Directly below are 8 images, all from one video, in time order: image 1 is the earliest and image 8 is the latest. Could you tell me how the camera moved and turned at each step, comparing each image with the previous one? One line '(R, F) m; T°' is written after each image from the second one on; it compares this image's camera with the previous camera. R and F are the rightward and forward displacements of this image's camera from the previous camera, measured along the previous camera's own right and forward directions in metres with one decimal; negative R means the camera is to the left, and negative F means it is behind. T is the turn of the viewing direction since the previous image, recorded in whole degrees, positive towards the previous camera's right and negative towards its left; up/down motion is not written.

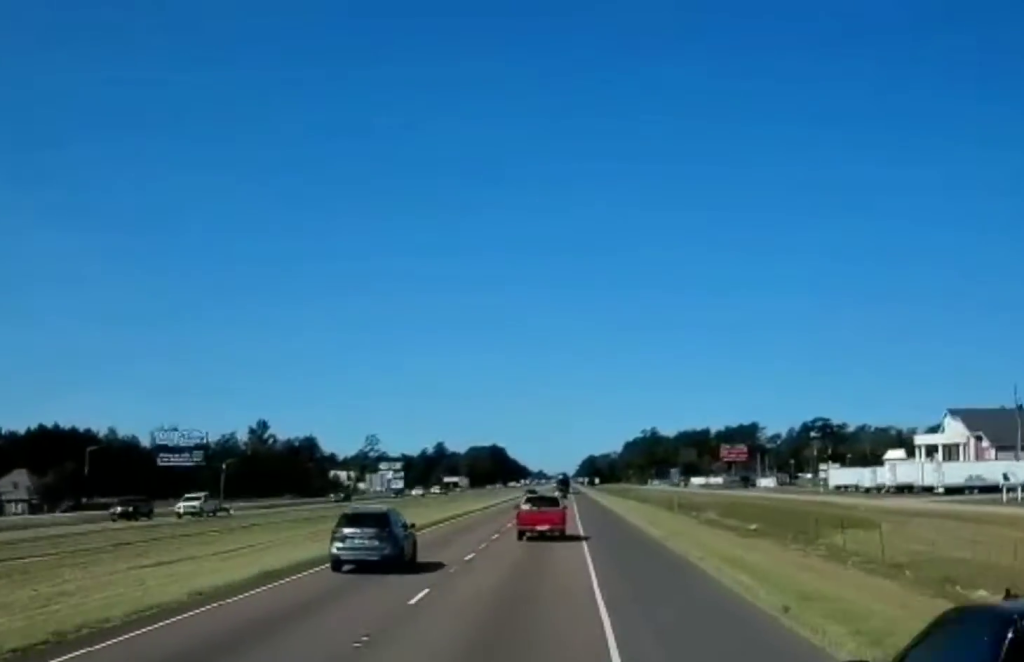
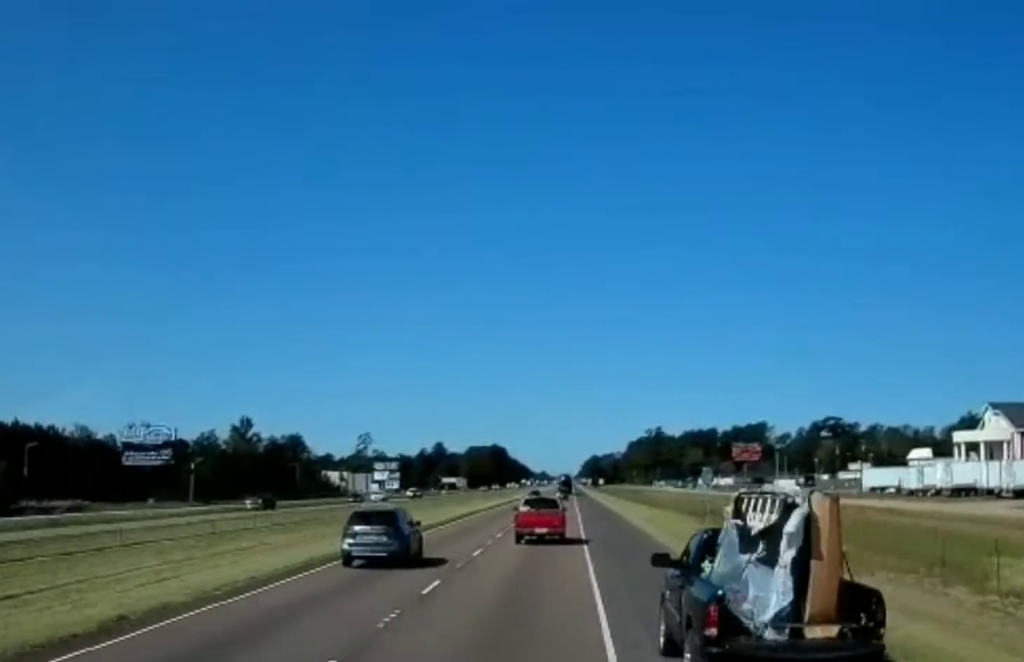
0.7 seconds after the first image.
(0.0, +22.3) m; 0°
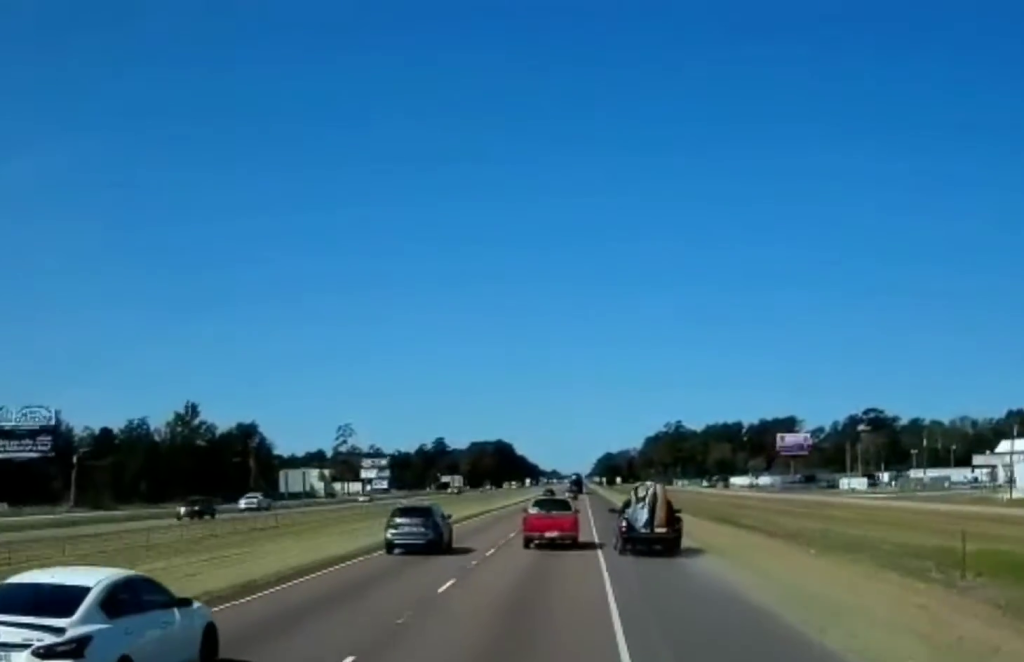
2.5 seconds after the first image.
(0.0, +61.0) m; 0°
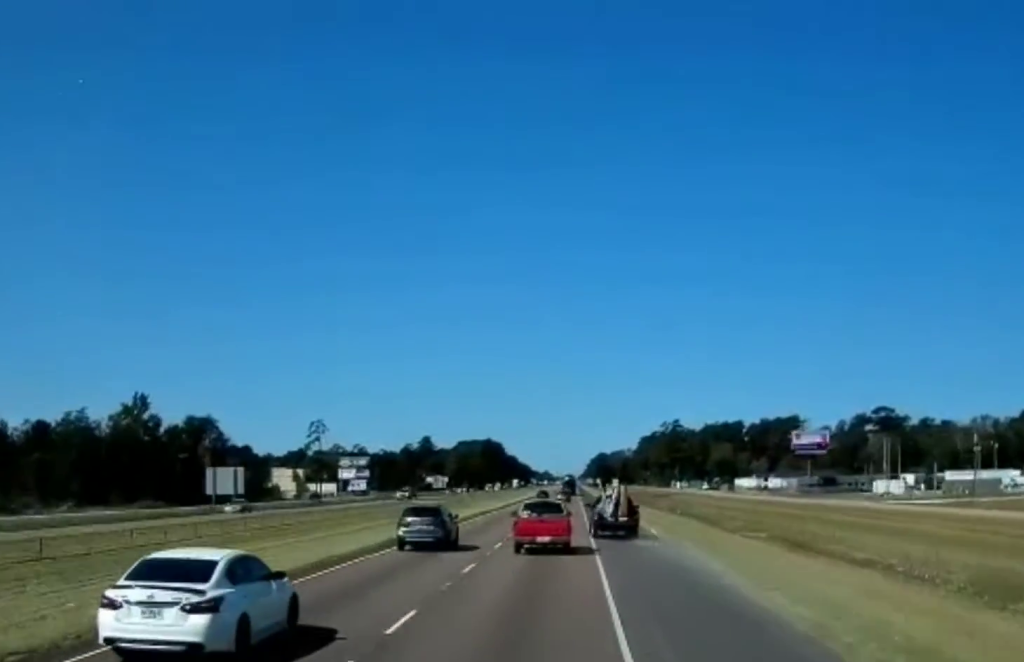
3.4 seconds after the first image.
(0.0, +30.9) m; 0°
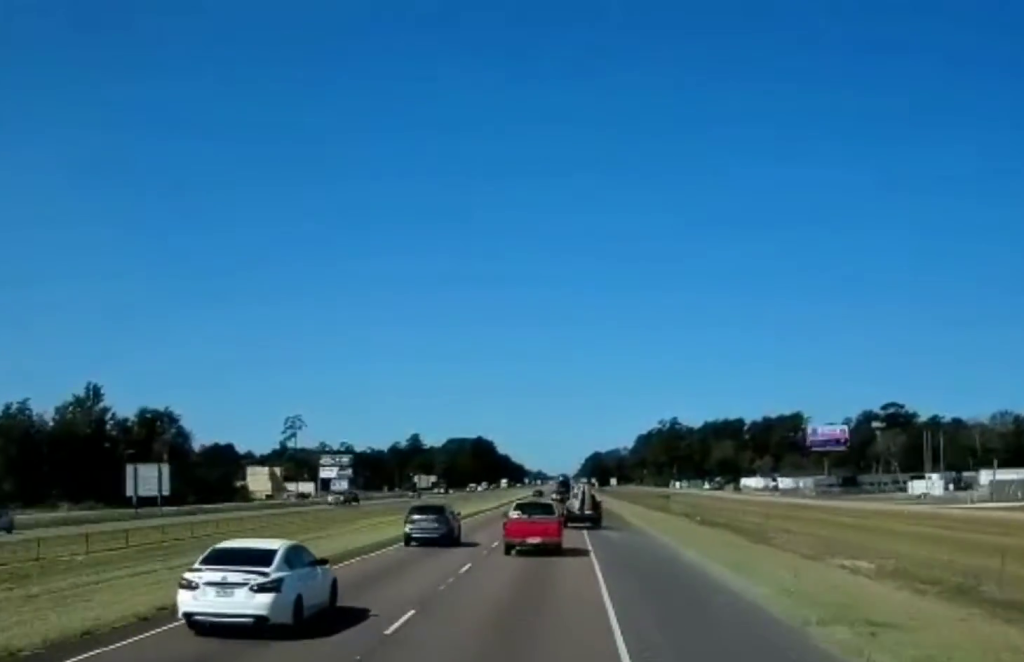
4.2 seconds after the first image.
(0.0, +24.3) m; 0°
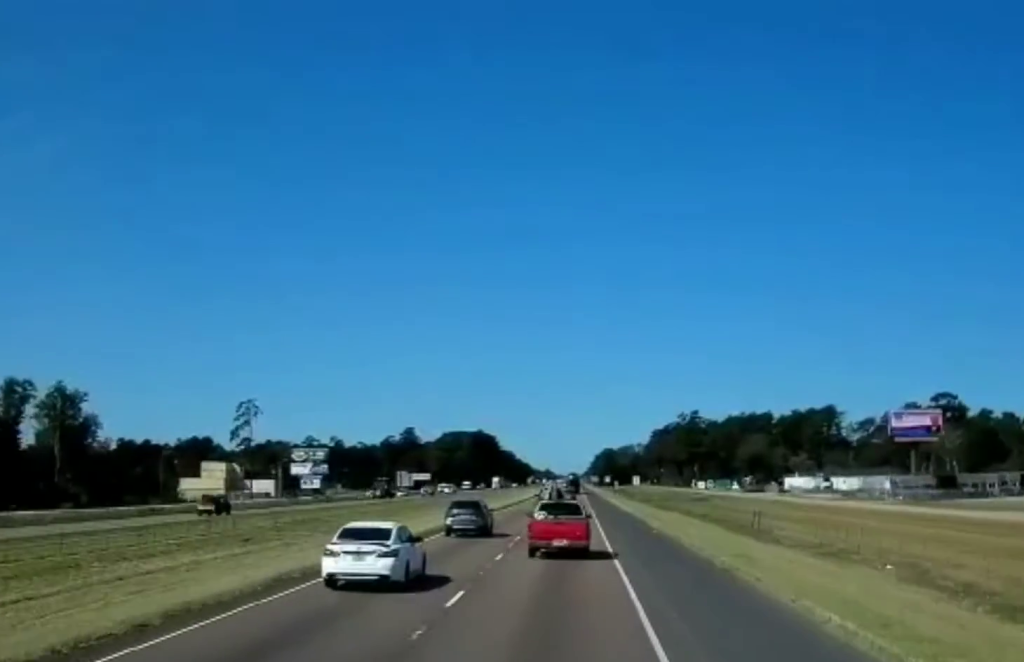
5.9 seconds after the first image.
(-0.3, +57.3) m; 0°
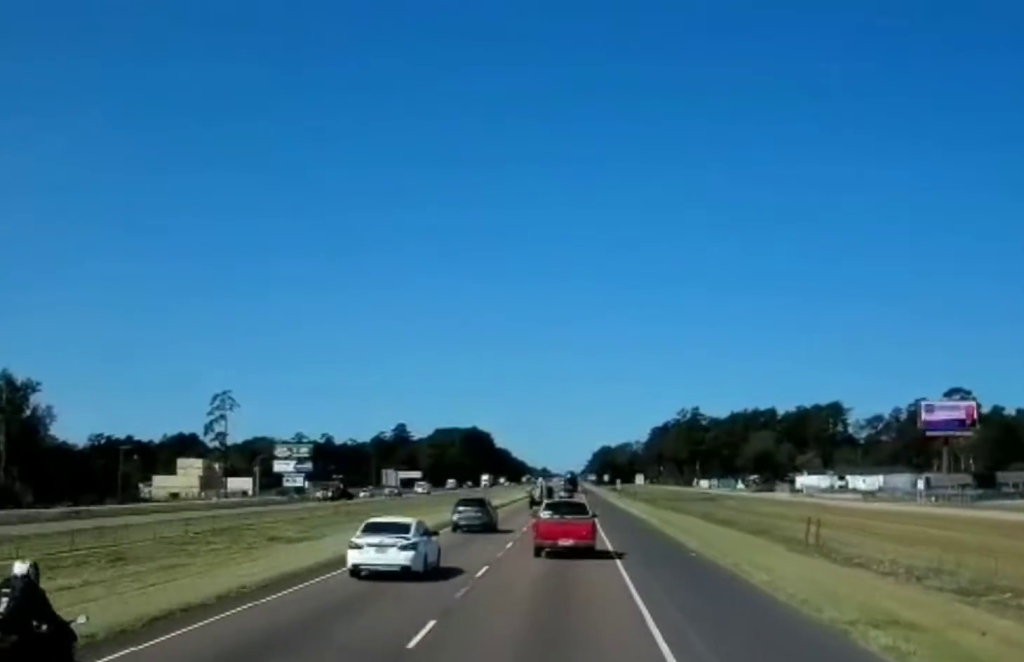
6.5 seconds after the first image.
(0.0, +18.7) m; 0°
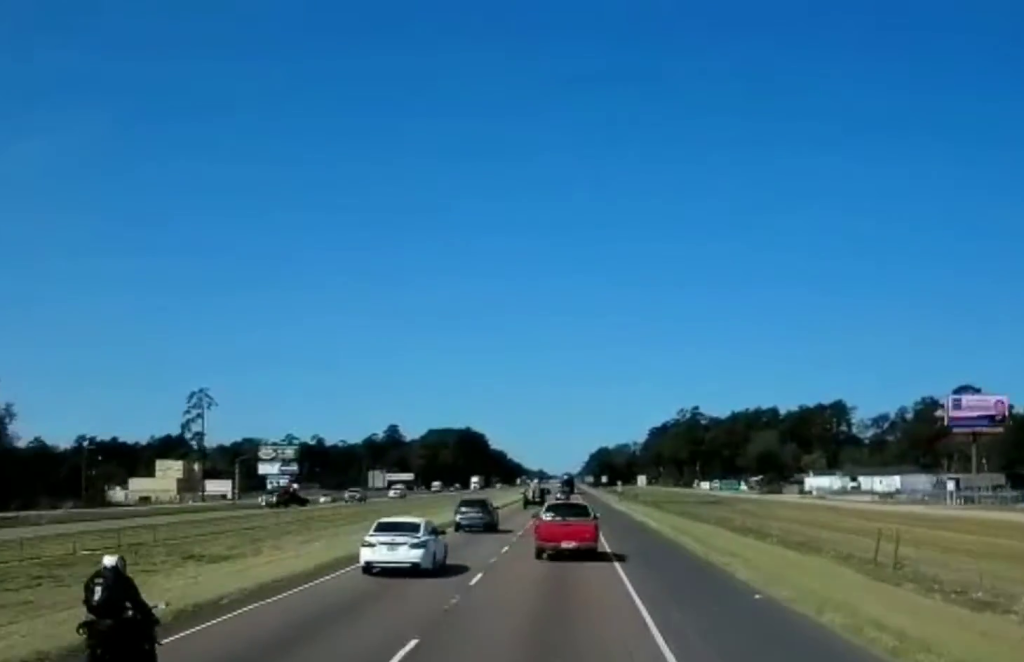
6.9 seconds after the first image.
(0.0, +14.3) m; +1°
